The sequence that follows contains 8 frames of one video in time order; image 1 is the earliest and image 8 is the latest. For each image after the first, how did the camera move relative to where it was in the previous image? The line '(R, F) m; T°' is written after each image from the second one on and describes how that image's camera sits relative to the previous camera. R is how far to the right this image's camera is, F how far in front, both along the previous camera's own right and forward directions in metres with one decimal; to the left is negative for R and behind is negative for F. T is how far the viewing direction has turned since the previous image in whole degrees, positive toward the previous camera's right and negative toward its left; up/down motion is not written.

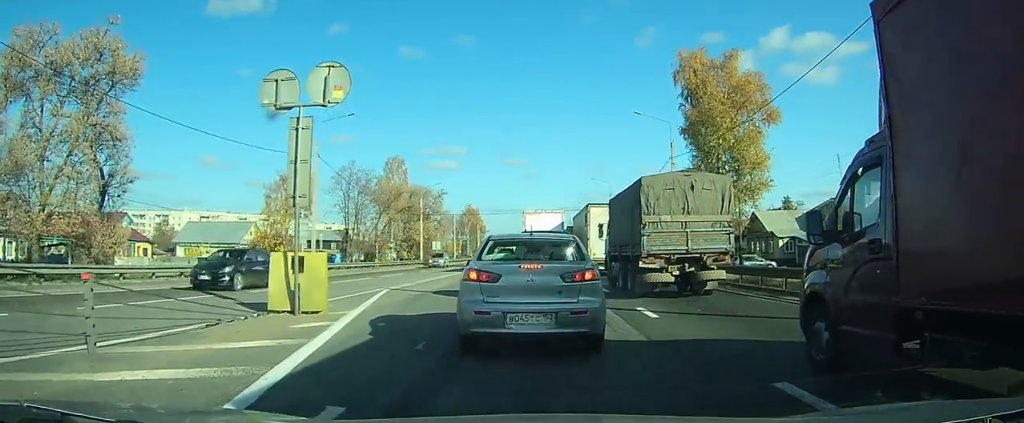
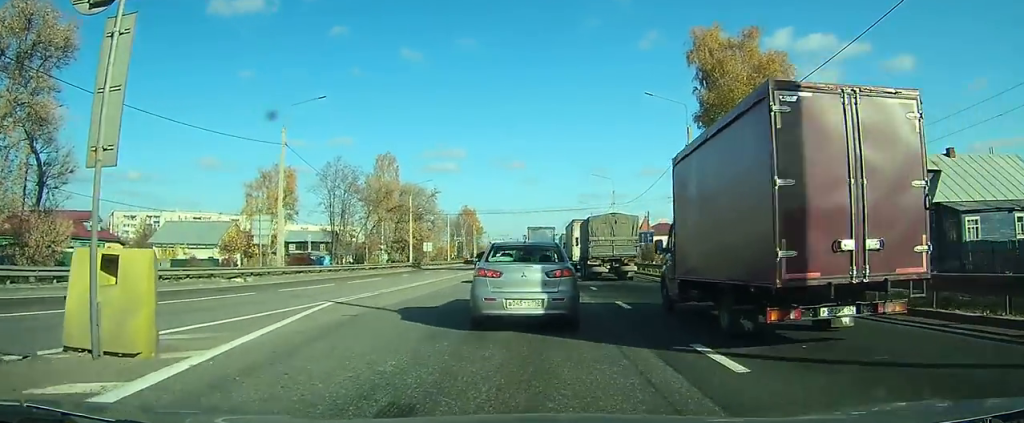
(-0.1, +5.9) m; -1°
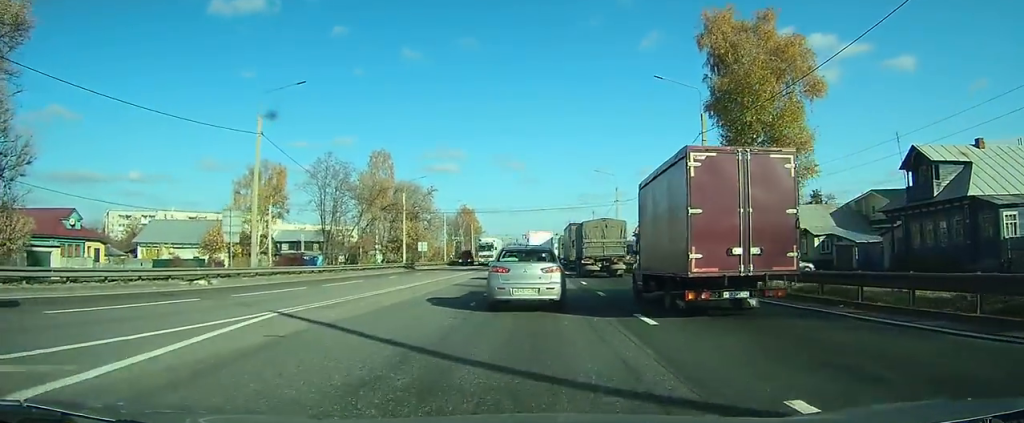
(0.0, +3.3) m; 0°
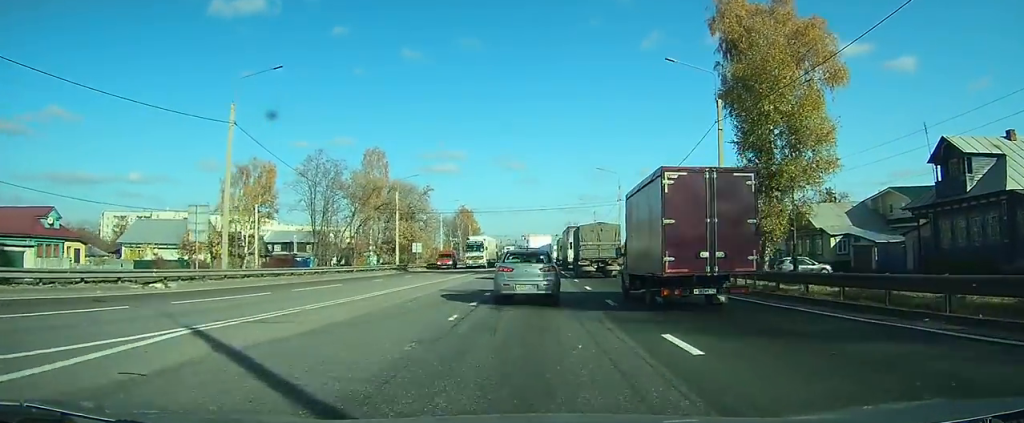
(+0.1, +2.5) m; 0°
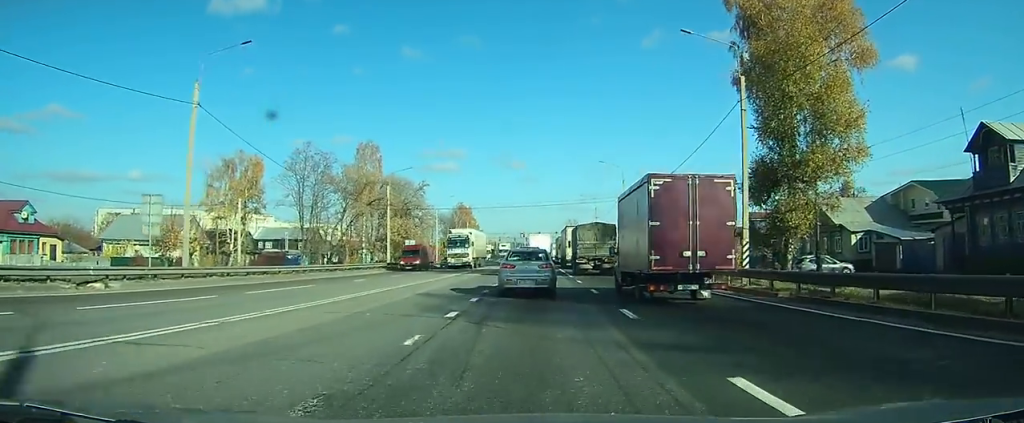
(0.0, +3.7) m; 0°
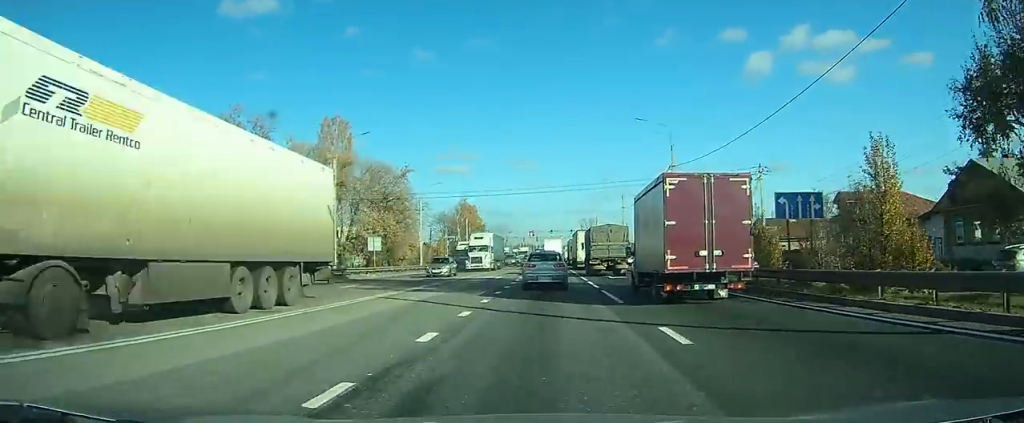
(-0.1, +18.2) m; -1°
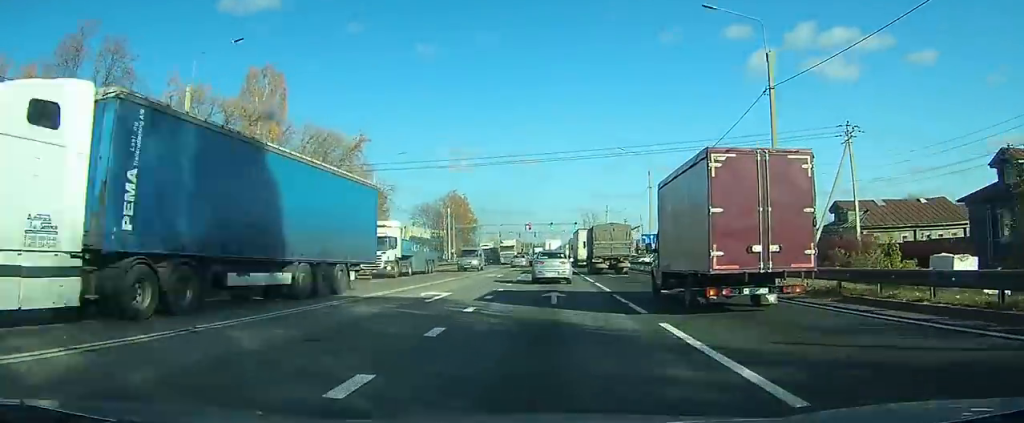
(-0.1, +19.3) m; 0°
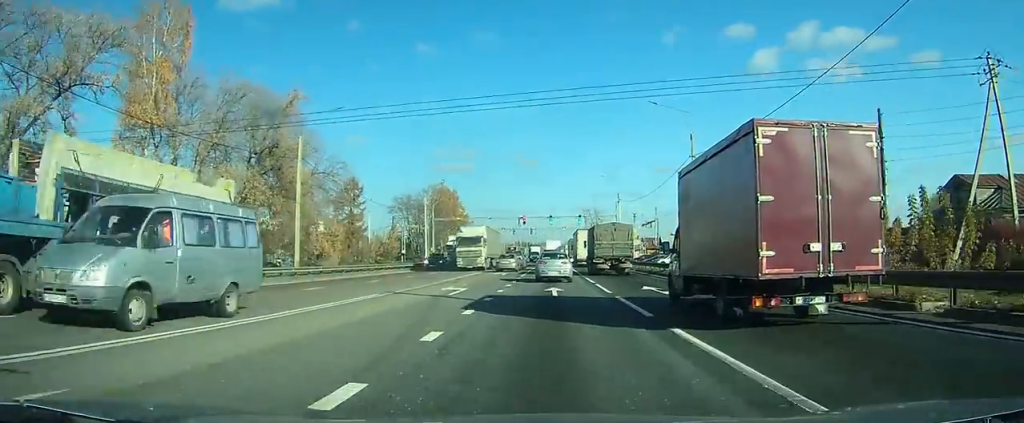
(+0.1, +15.8) m; 0°
